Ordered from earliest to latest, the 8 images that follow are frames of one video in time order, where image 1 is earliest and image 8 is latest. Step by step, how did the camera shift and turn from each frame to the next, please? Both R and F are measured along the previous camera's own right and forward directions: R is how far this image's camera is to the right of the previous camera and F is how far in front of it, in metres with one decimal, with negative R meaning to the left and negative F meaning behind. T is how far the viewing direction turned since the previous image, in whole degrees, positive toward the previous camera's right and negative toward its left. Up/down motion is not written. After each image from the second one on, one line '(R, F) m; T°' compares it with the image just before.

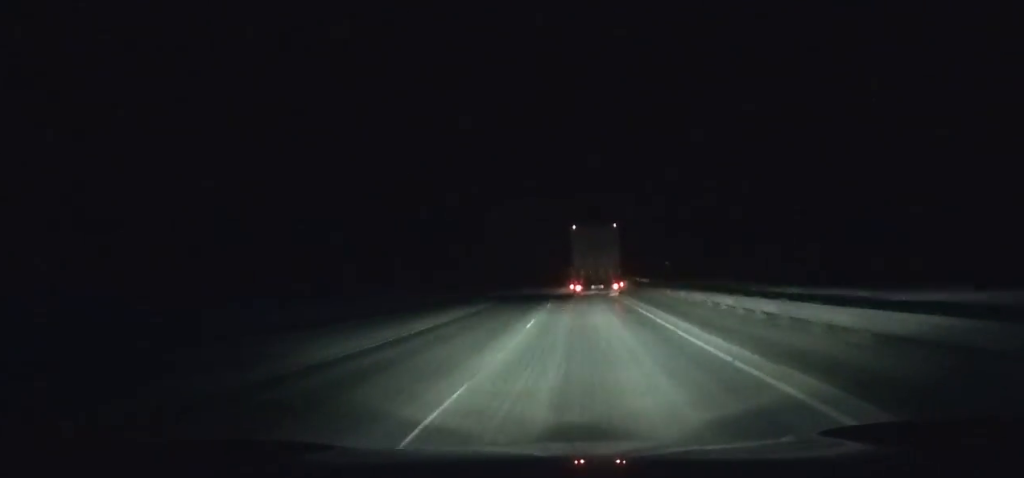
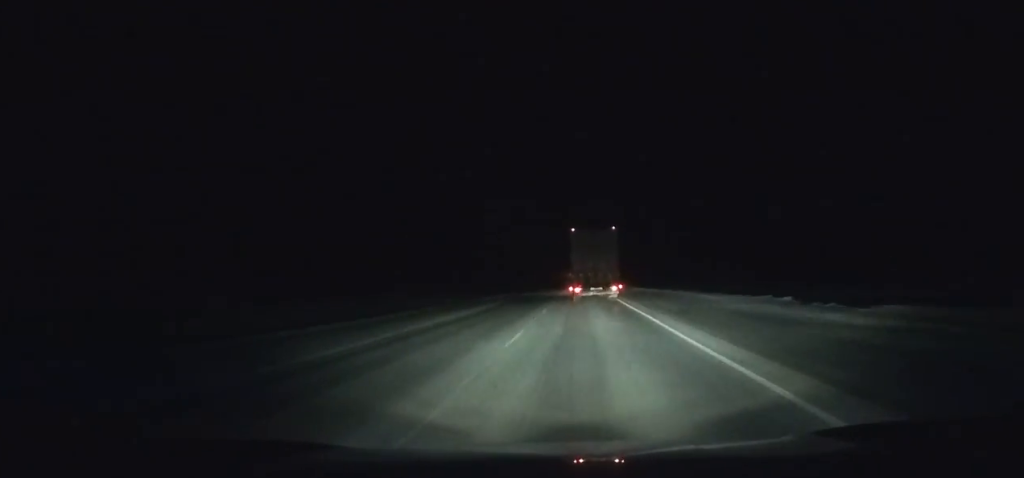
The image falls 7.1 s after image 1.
(+0.3, +136.4) m; 0°
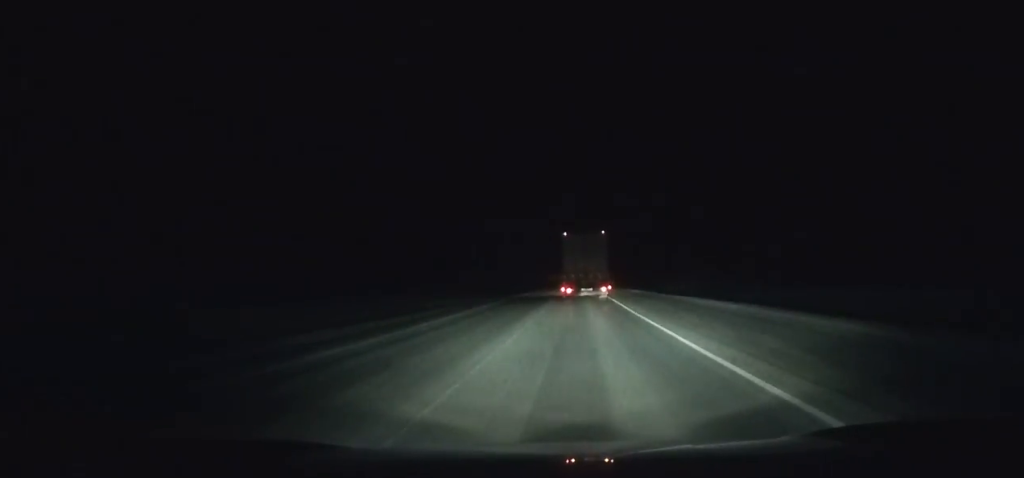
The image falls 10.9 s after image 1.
(-0.2, +71.6) m; -1°
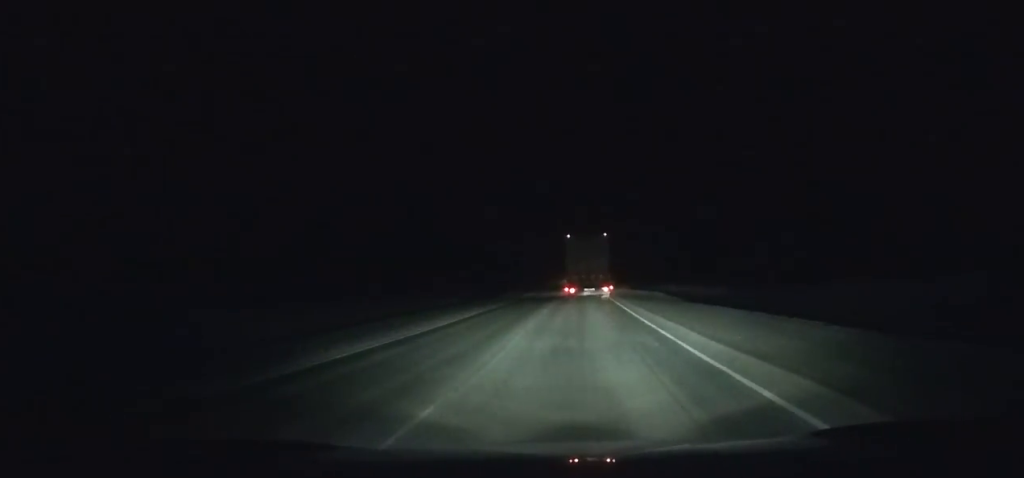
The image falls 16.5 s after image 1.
(-1.4, +104.6) m; 0°
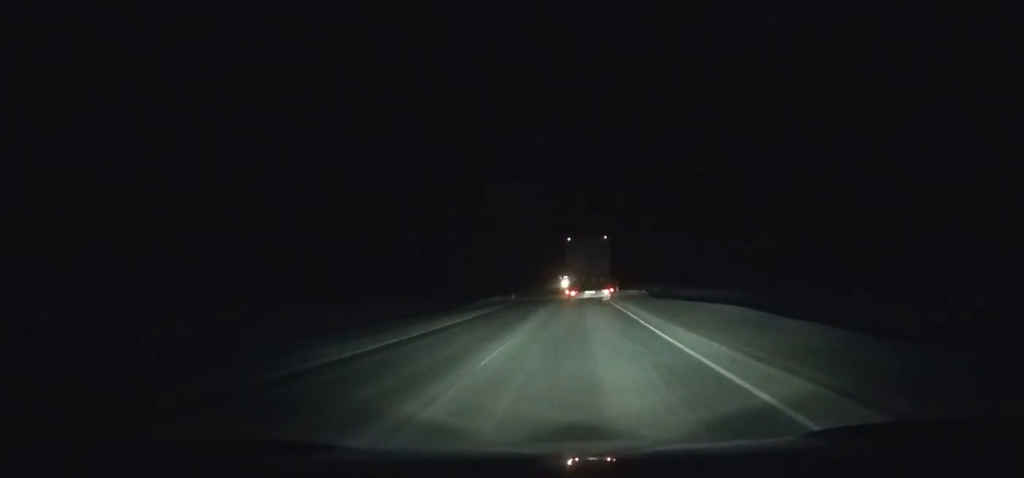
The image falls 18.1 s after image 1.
(+0.2, +29.6) m; 0°
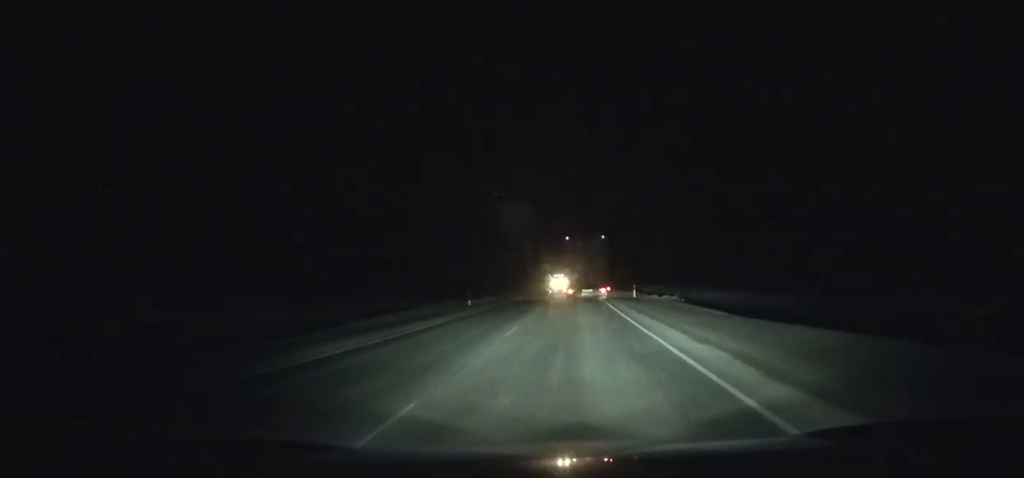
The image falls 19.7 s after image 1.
(+0.1, +29.5) m; 0°
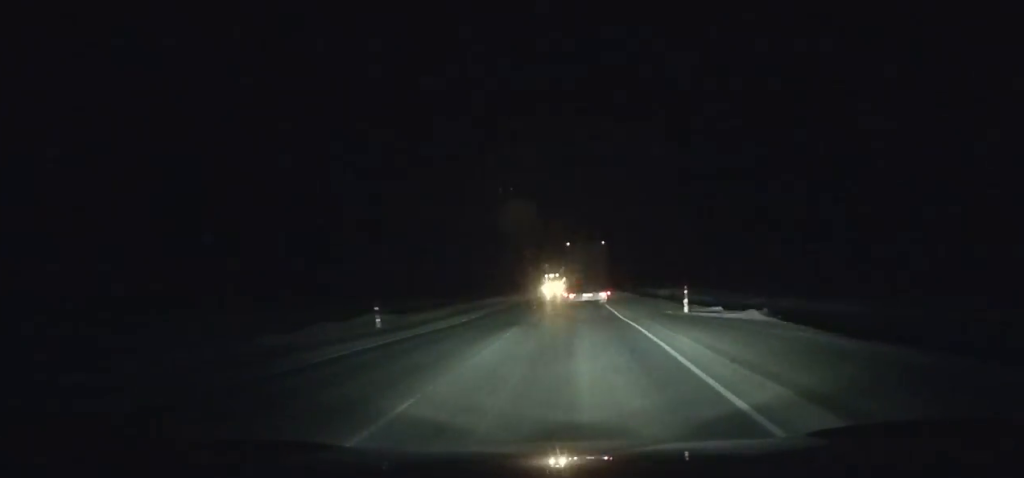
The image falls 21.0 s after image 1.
(+0.1, +23.9) m; 0°
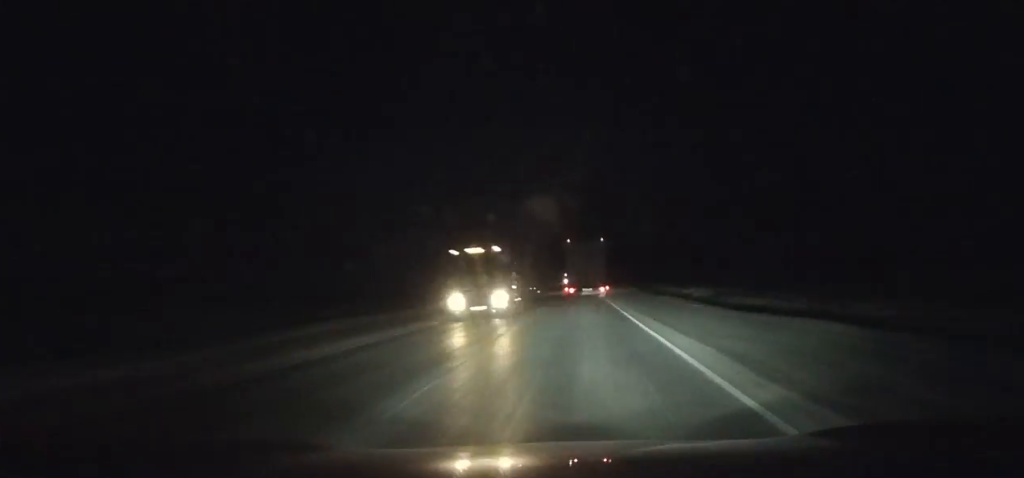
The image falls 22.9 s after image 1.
(0.0, +34.8) m; 0°
